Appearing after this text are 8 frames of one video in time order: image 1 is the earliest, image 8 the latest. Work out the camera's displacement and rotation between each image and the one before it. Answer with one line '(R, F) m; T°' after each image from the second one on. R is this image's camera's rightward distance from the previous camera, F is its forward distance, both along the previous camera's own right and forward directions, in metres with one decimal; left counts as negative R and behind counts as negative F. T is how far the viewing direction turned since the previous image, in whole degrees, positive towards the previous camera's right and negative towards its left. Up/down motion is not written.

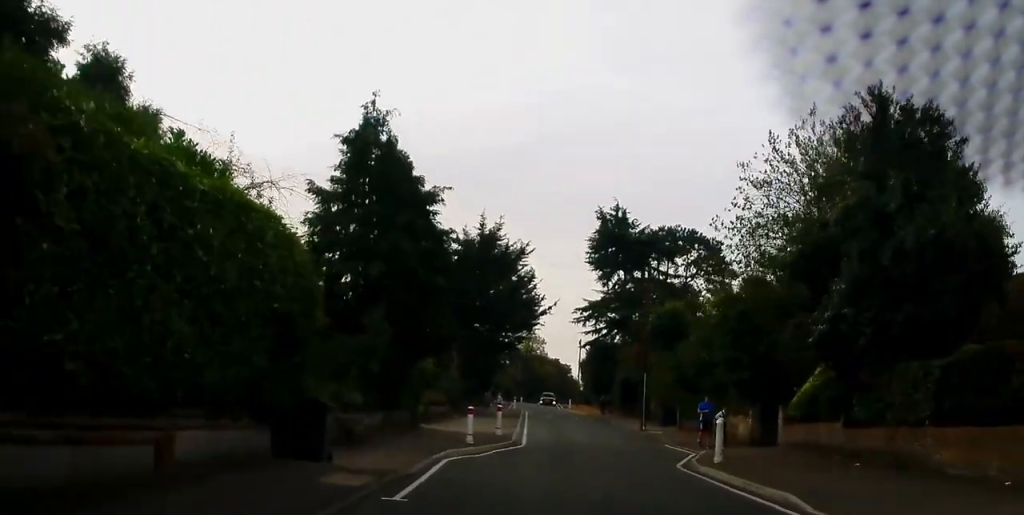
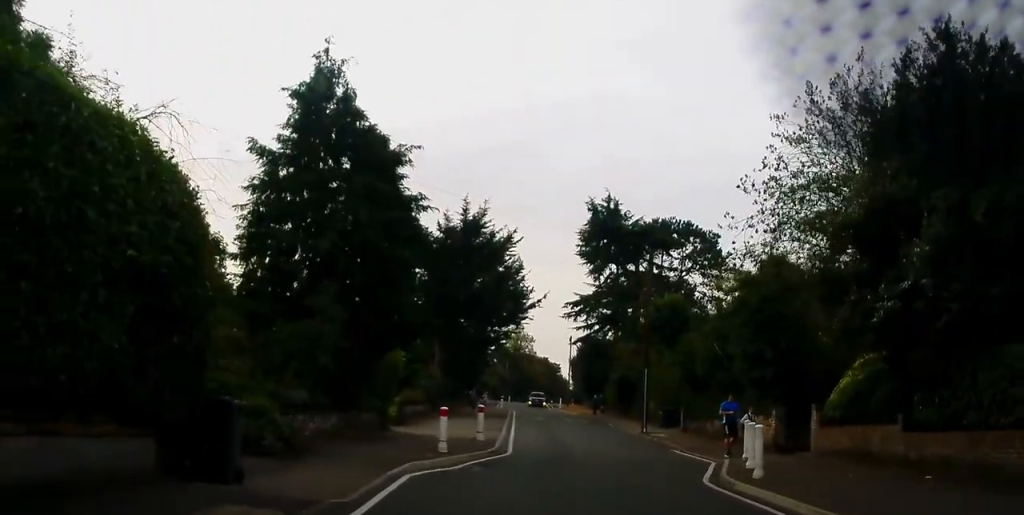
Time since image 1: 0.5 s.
(+0.1, +4.0) m; +1°
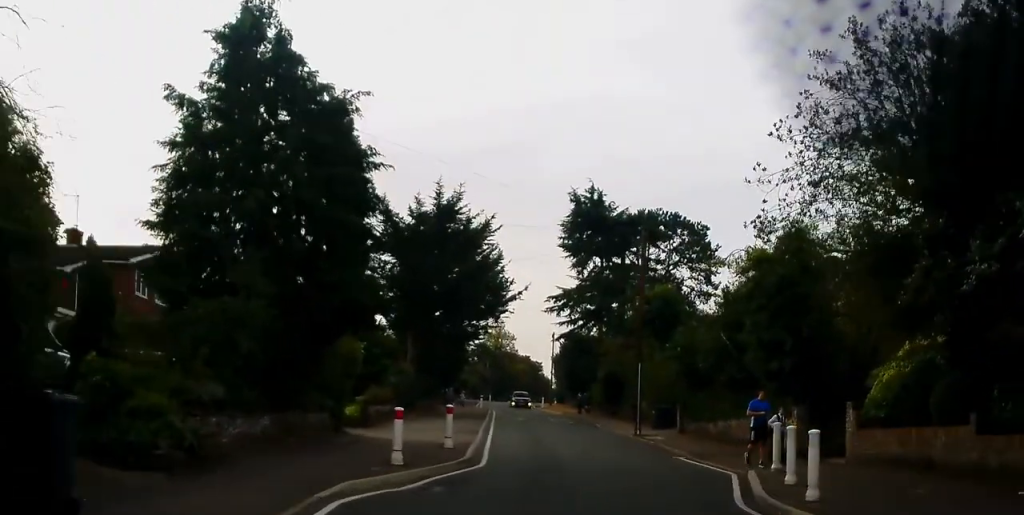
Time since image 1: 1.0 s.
(0.0, +3.5) m; +1°
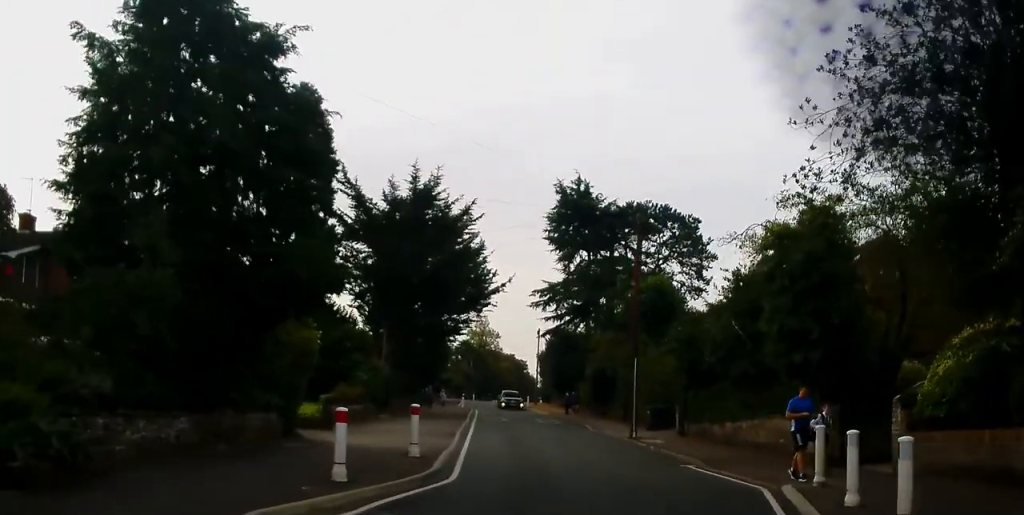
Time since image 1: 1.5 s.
(0.0, +3.0) m; +1°
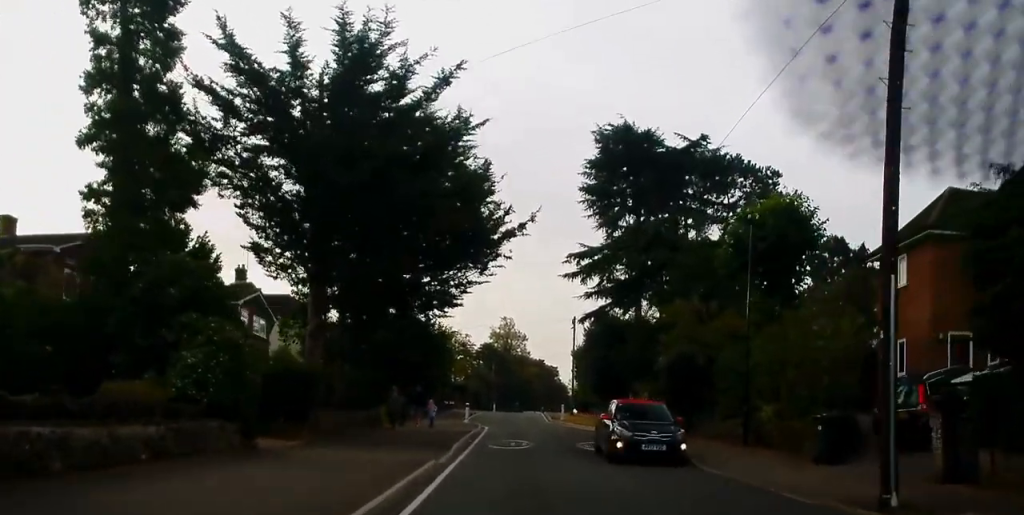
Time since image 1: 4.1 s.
(0.0, +18.4) m; -1°
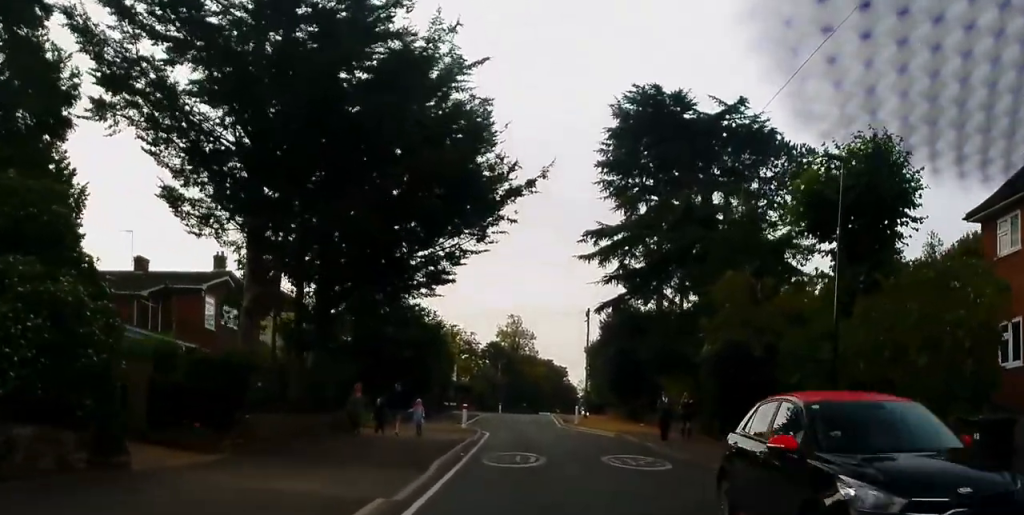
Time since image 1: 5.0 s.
(0.0, +5.9) m; 0°
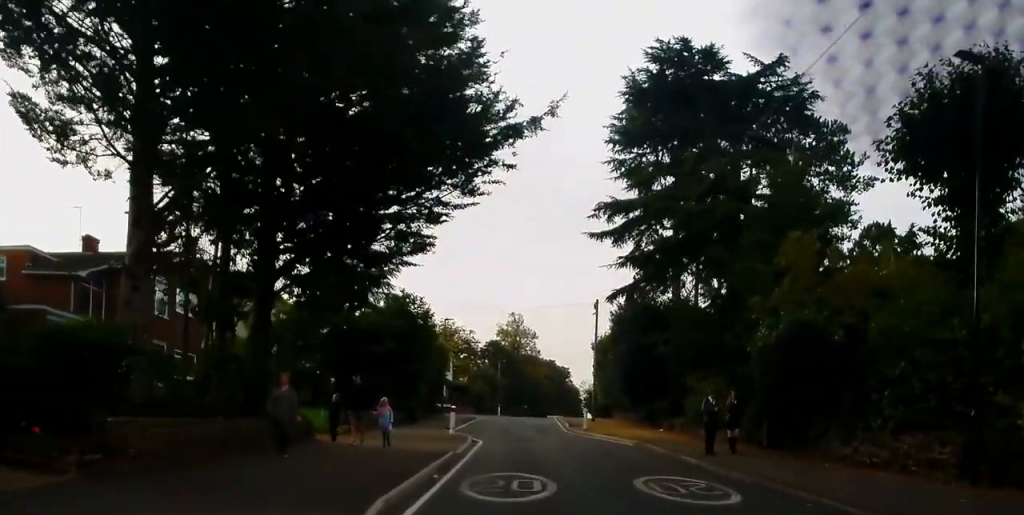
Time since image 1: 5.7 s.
(0.0, +5.4) m; 0°
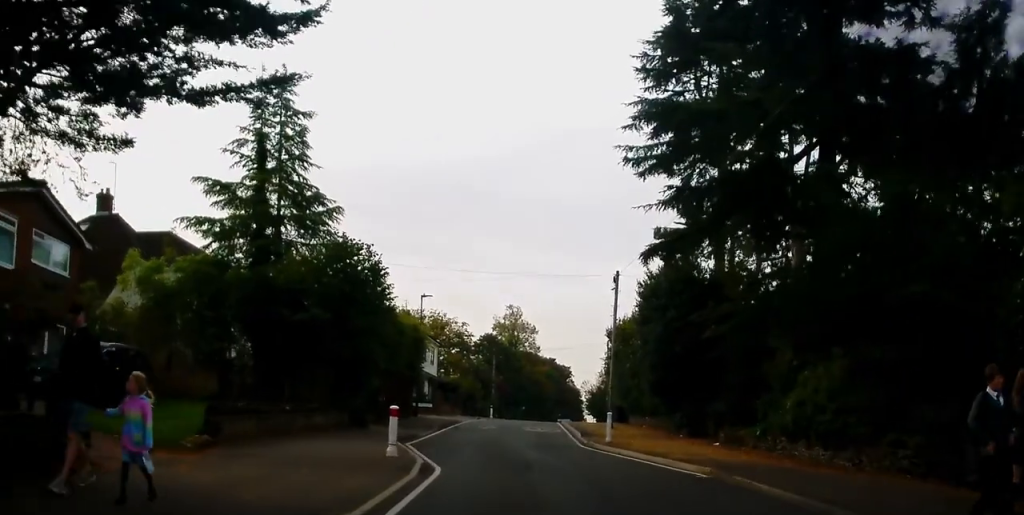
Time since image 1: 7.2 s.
(-0.3, +11.1) m; -4°
